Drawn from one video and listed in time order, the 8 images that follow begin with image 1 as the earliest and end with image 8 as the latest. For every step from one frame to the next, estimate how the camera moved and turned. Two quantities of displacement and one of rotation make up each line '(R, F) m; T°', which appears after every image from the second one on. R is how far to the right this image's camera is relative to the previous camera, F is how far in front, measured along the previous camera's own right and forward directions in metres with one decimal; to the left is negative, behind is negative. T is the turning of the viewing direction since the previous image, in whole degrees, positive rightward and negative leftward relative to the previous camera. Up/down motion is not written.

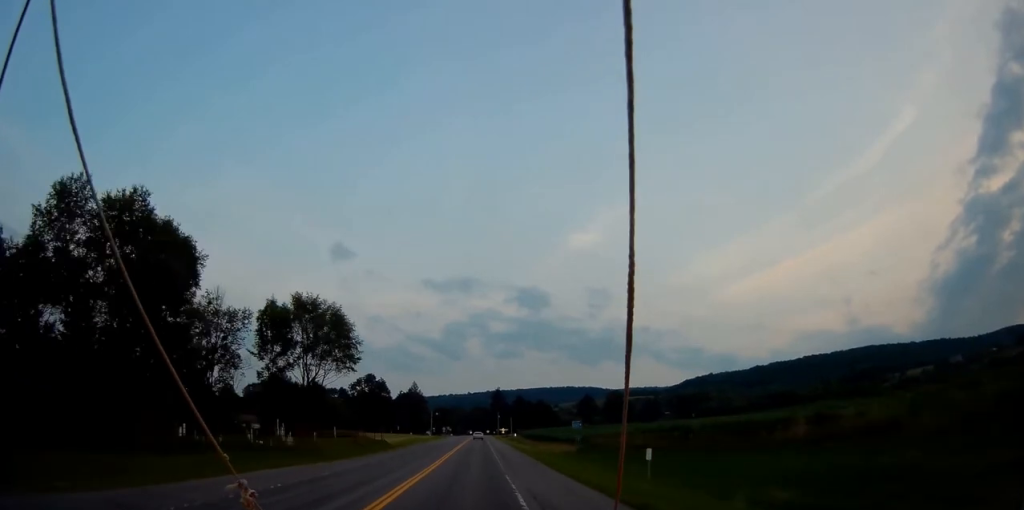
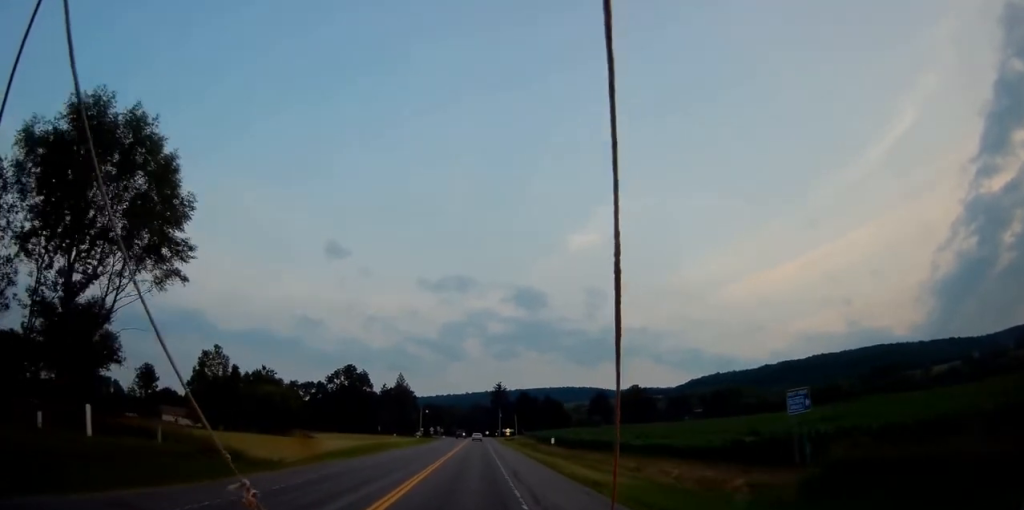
(+0.3, +40.1) m; 0°
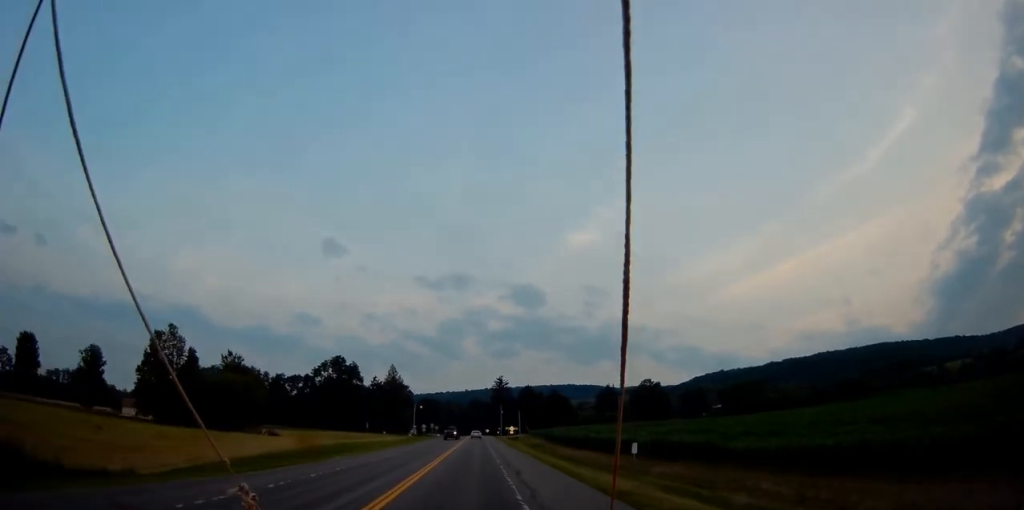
(-0.2, +19.3) m; -1°
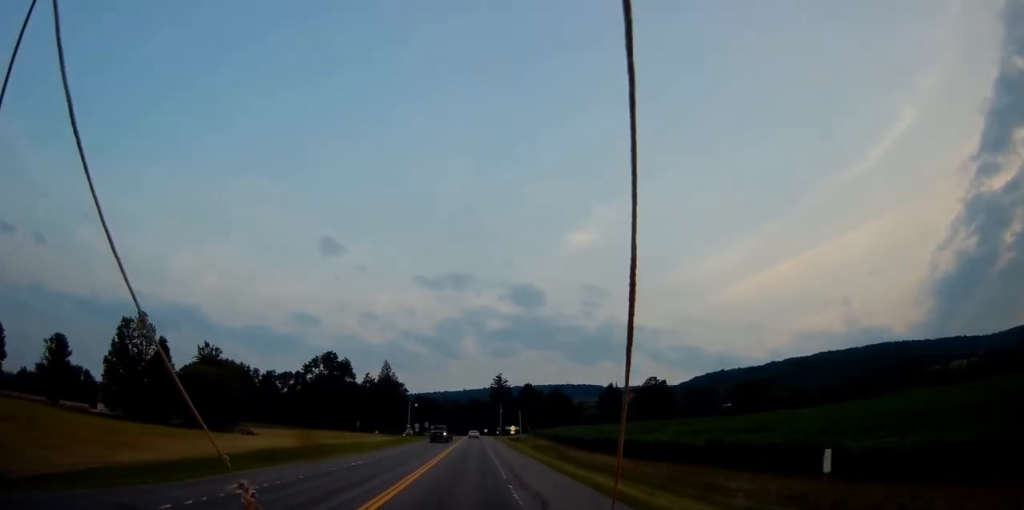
(0.0, +10.0) m; 0°
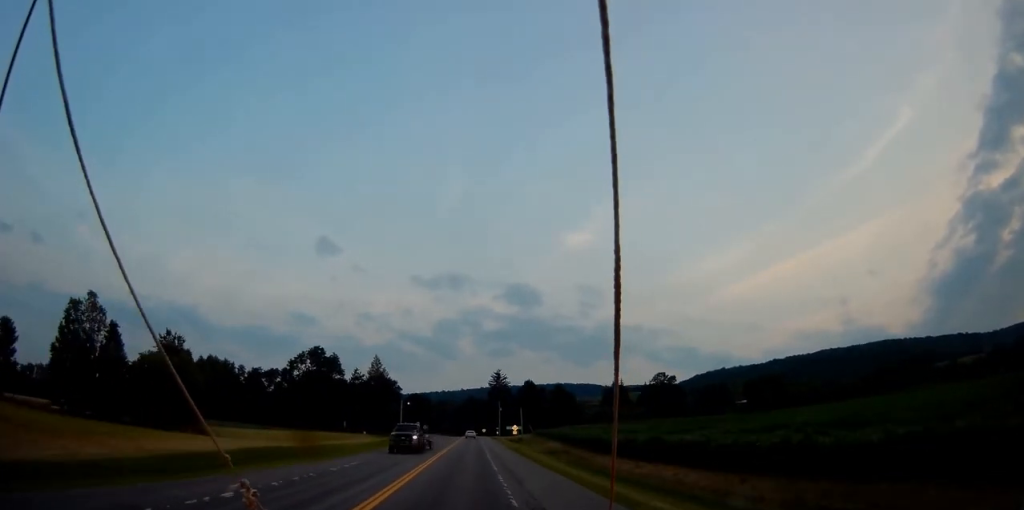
(0.0, +13.9) m; 0°
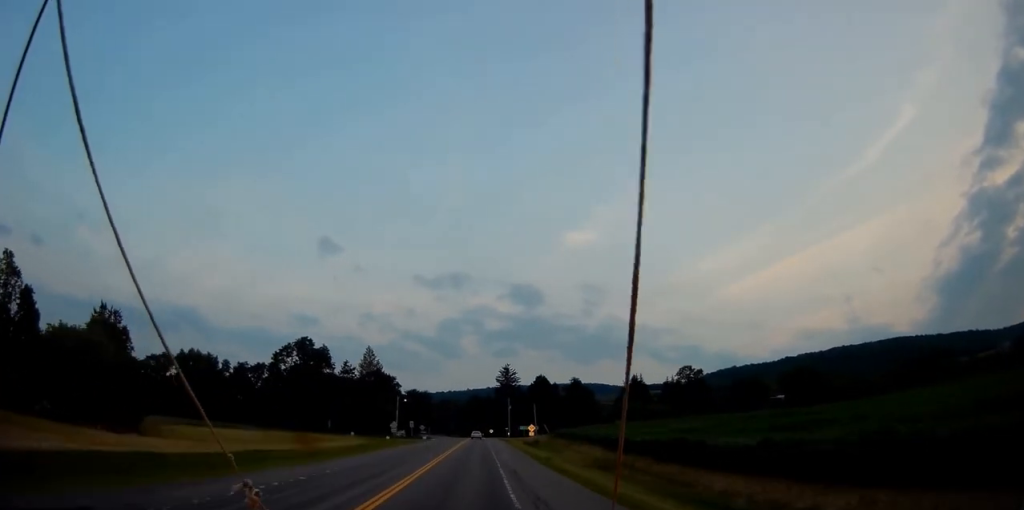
(0.0, +20.8) m; +1°
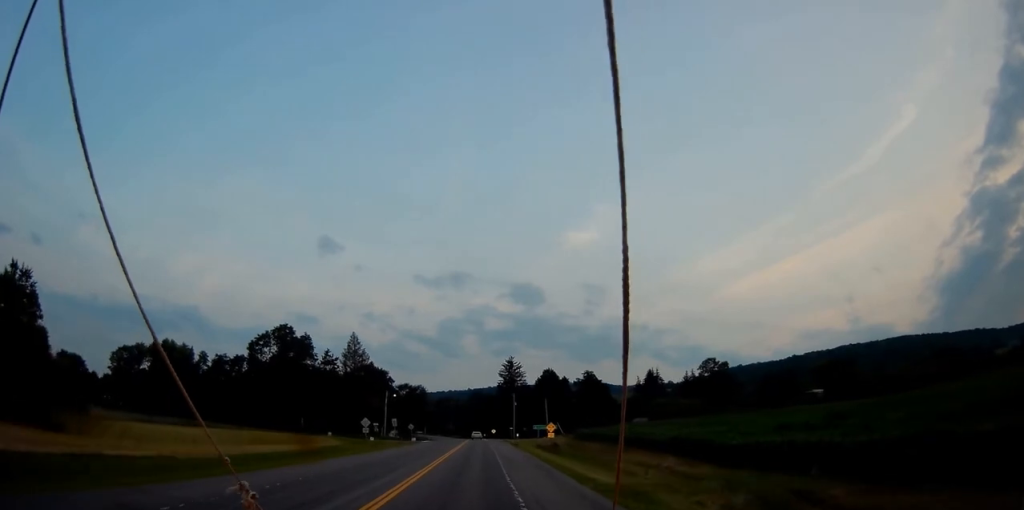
(+0.2, +20.0) m; 0°
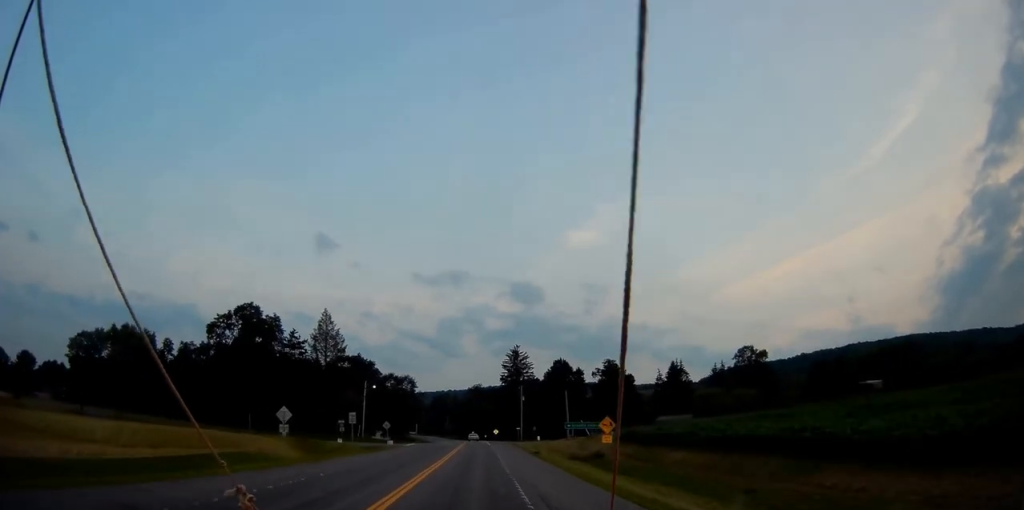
(-0.3, +25.3) m; -1°
